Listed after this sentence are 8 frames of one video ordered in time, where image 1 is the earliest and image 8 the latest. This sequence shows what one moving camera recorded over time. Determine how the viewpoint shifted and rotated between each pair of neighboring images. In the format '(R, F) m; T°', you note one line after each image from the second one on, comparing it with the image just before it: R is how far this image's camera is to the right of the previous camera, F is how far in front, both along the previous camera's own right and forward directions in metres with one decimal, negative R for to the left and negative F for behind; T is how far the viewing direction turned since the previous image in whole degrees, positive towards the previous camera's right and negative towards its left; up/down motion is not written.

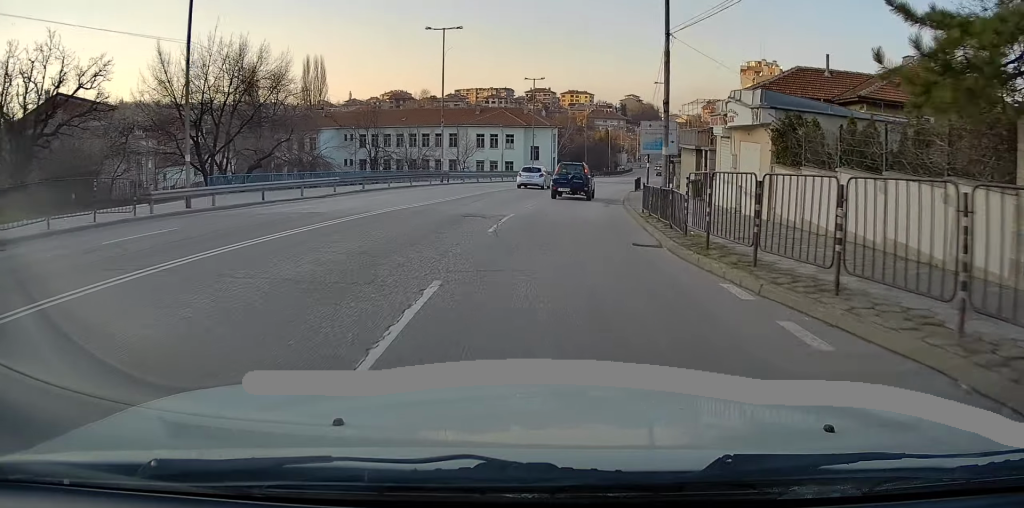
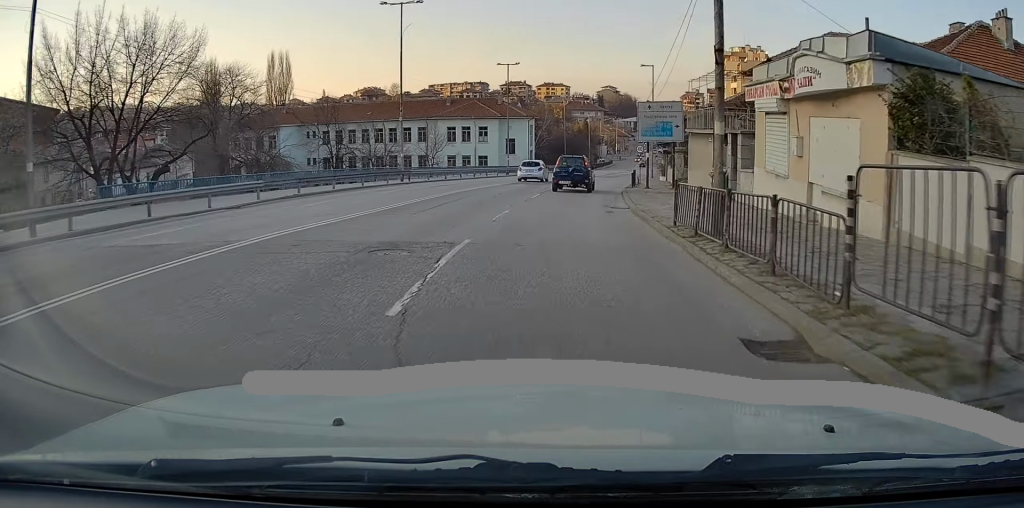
(+0.2, +7.2) m; +1°
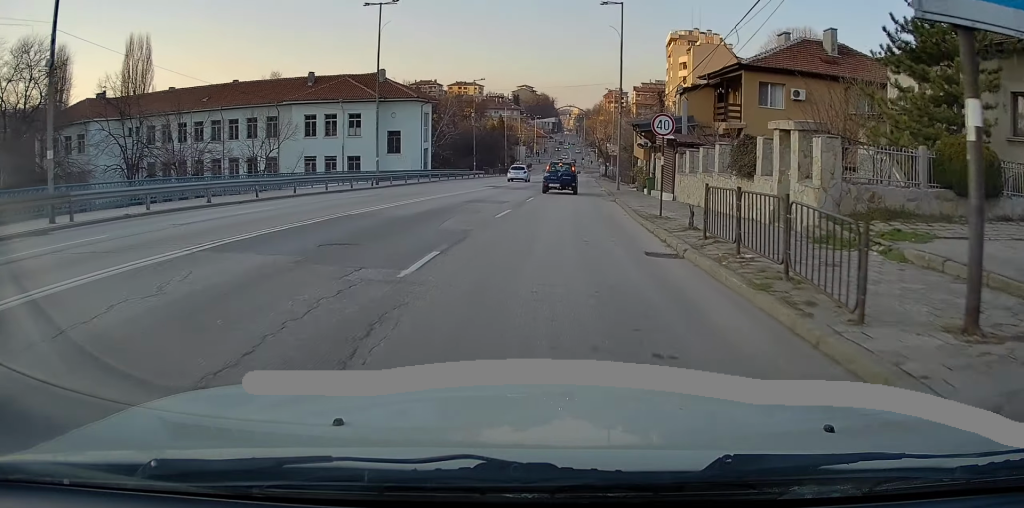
(+1.8, +28.5) m; +8°
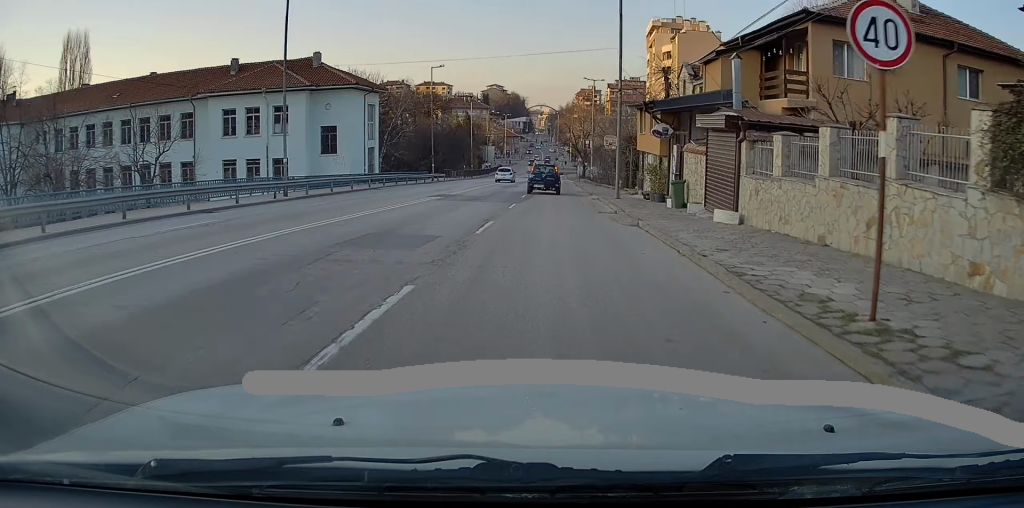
(+0.2, +11.9) m; +2°
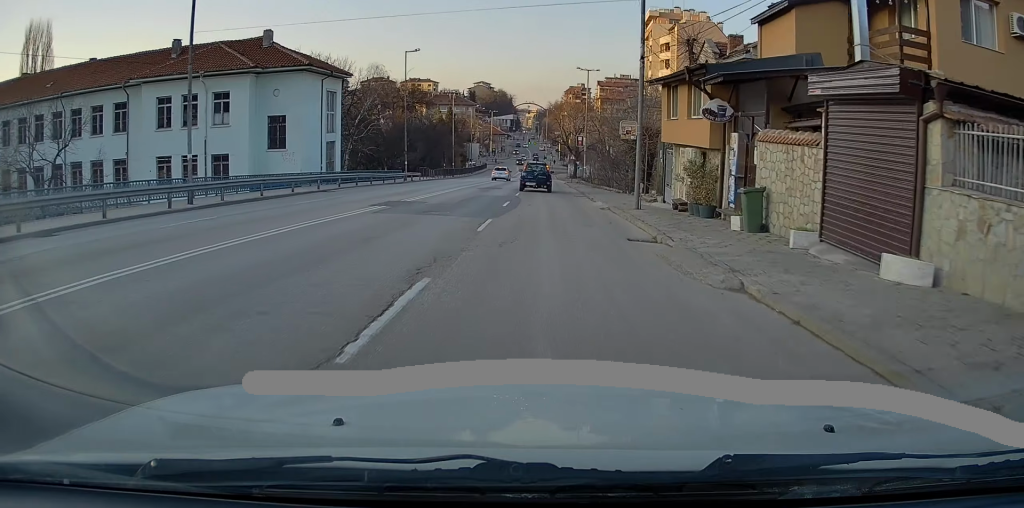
(+0.3, +8.4) m; +1°
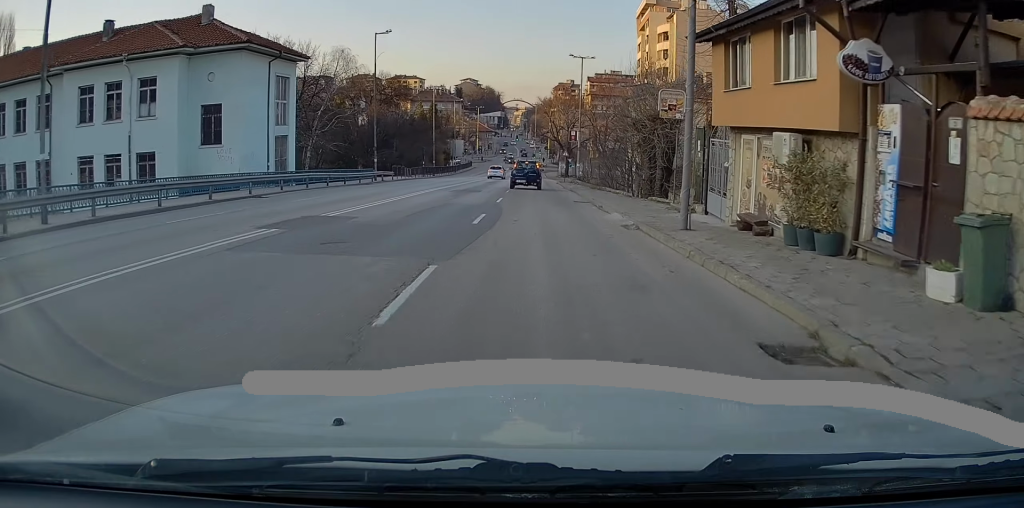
(+0.1, +7.8) m; +1°
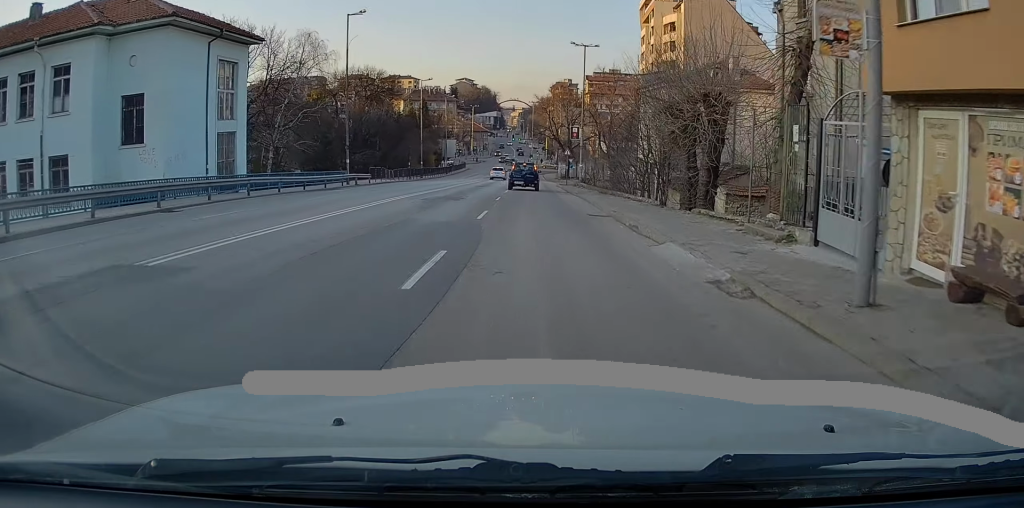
(0.0, +7.4) m; 0°
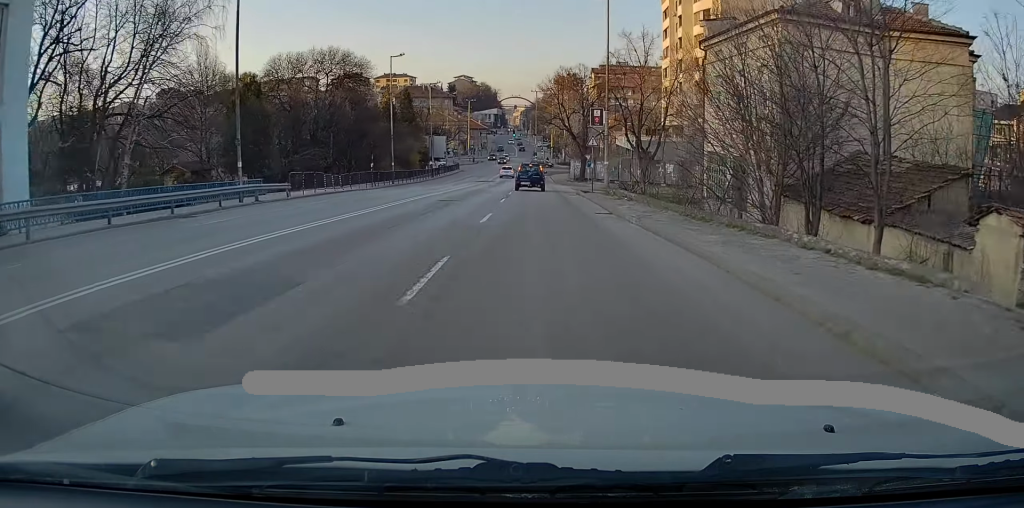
(0.0, +18.2) m; 0°
